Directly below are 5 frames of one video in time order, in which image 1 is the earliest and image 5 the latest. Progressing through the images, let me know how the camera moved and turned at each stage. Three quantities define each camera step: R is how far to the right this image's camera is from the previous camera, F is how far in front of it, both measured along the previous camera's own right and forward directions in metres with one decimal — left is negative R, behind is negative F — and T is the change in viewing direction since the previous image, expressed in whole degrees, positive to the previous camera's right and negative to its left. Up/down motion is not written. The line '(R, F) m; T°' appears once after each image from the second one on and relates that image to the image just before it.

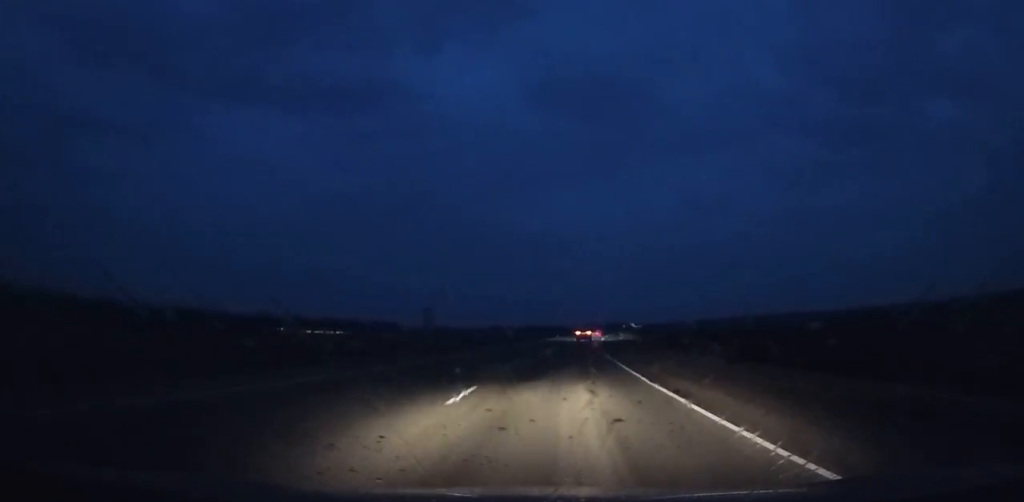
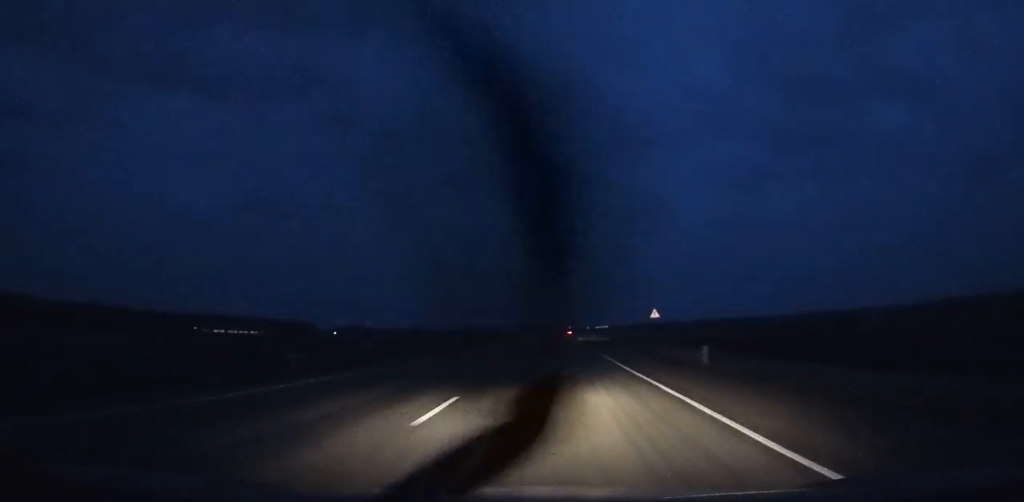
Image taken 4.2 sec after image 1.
(+6.4, +108.0) m; +5°
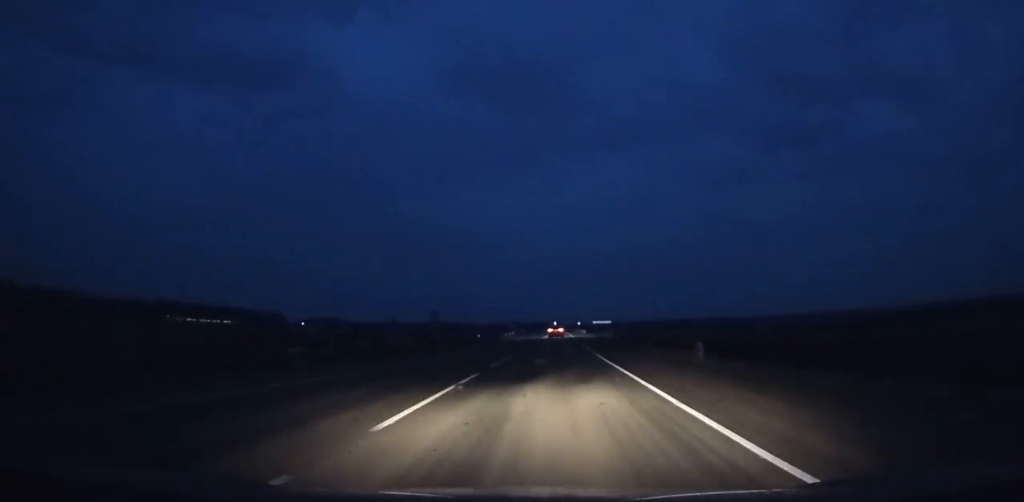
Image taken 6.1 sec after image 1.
(+0.6, +48.4) m; +1°
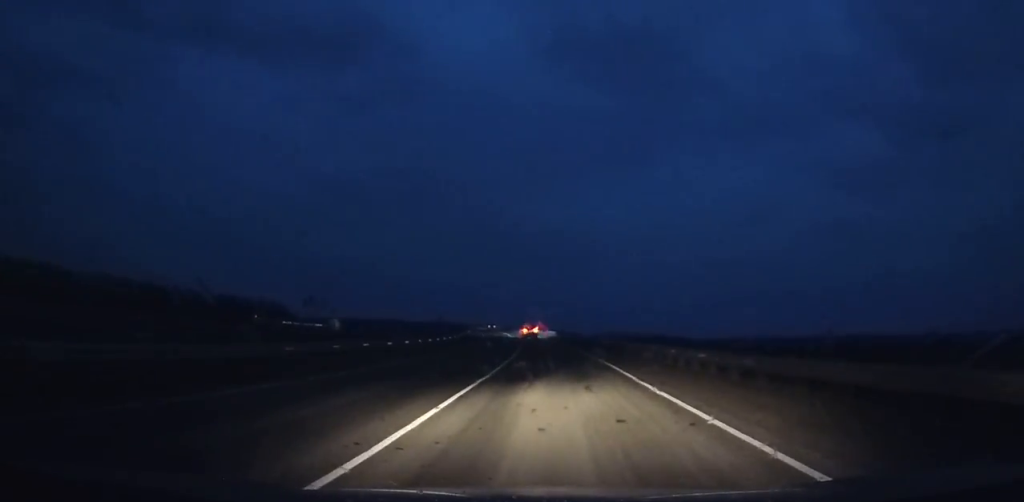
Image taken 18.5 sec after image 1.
(-21.2, +307.5) m; -13°
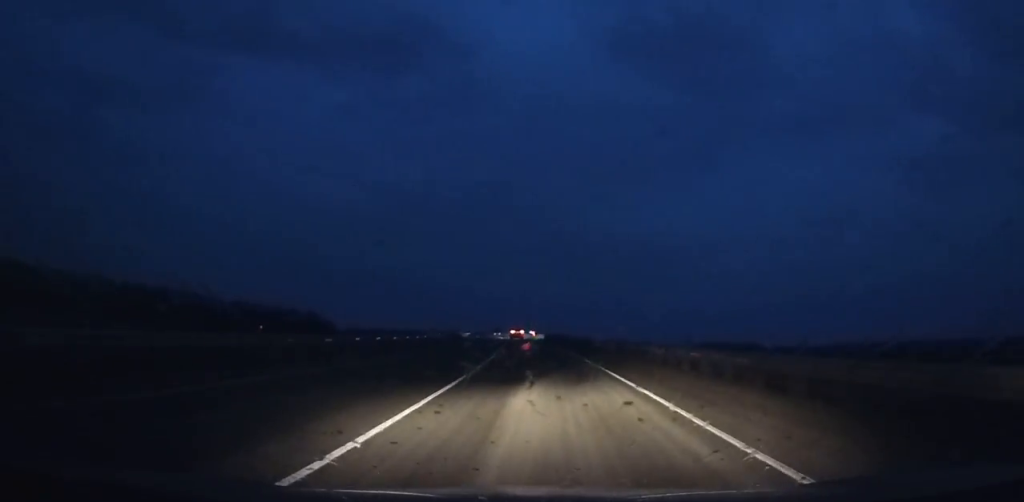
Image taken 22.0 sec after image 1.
(-5.9, +88.4) m; -7°
